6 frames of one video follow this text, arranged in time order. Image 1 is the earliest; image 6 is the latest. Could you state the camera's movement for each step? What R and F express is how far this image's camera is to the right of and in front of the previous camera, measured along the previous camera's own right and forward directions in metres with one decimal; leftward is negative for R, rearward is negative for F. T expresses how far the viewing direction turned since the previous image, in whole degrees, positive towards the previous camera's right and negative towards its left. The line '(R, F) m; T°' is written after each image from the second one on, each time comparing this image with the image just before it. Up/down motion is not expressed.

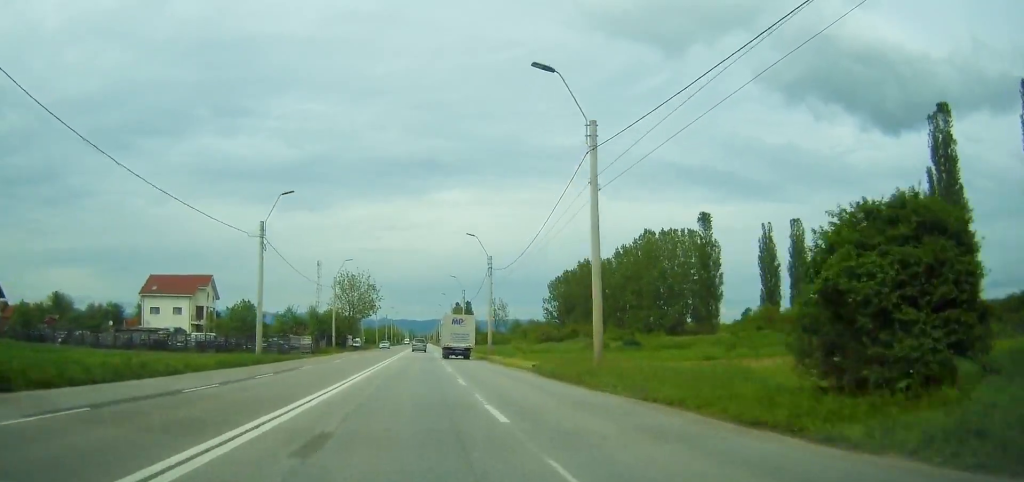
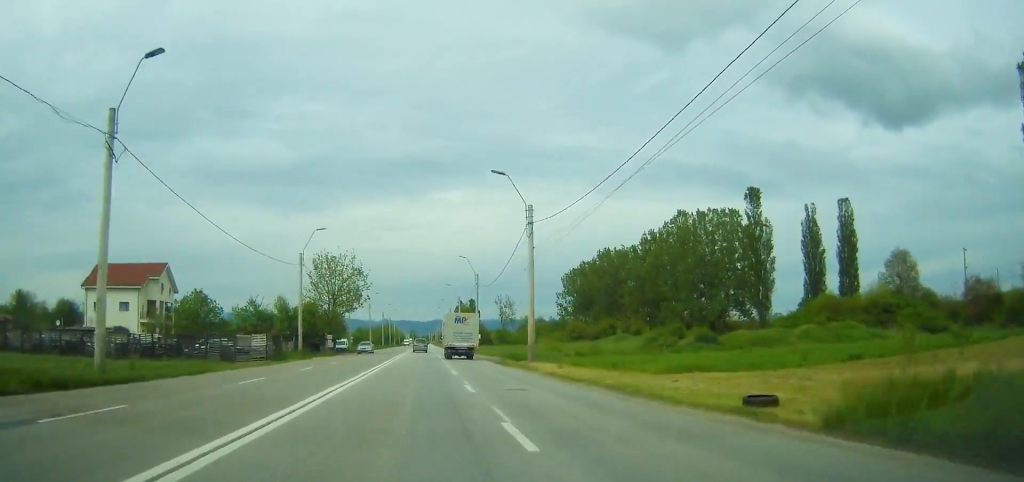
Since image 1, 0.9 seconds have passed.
(0.0, +20.8) m; 0°
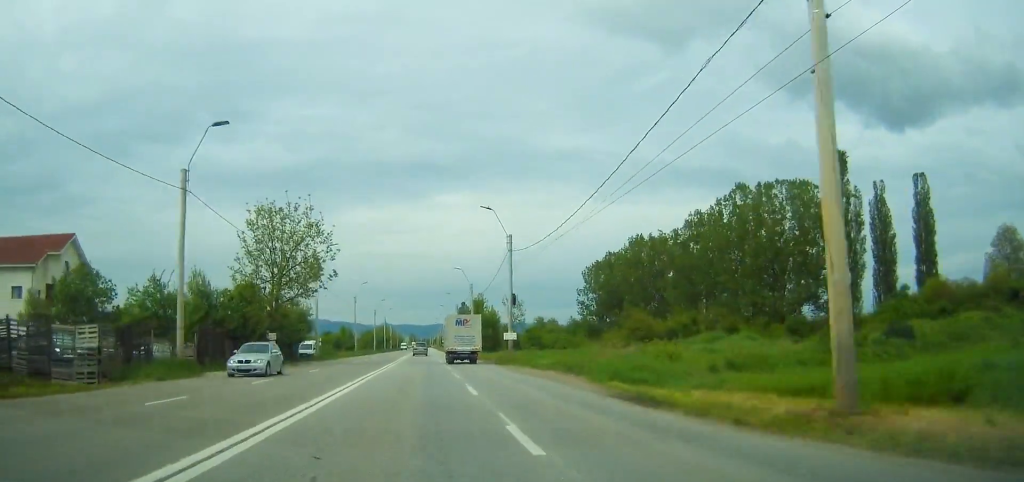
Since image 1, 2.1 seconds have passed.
(+0.1, +26.7) m; 0°
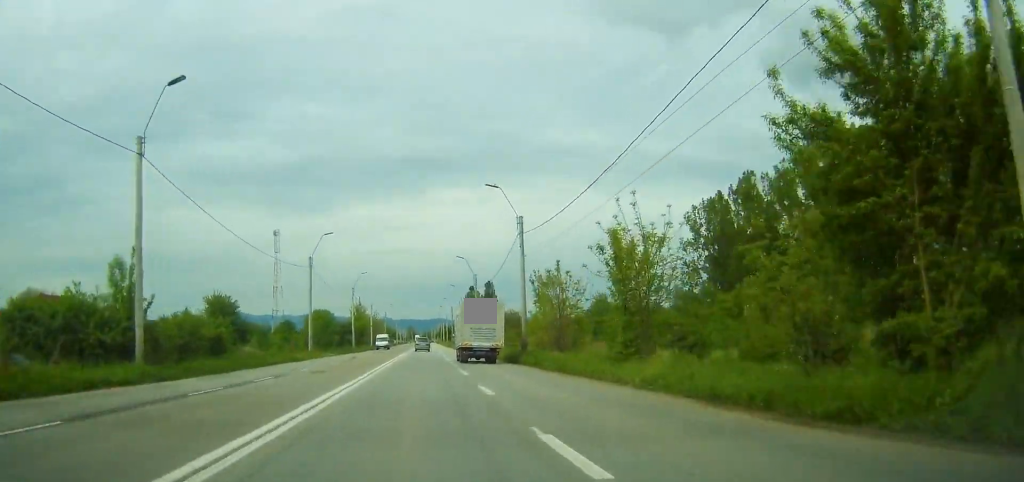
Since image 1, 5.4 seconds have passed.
(-0.6, +73.8) m; 0°
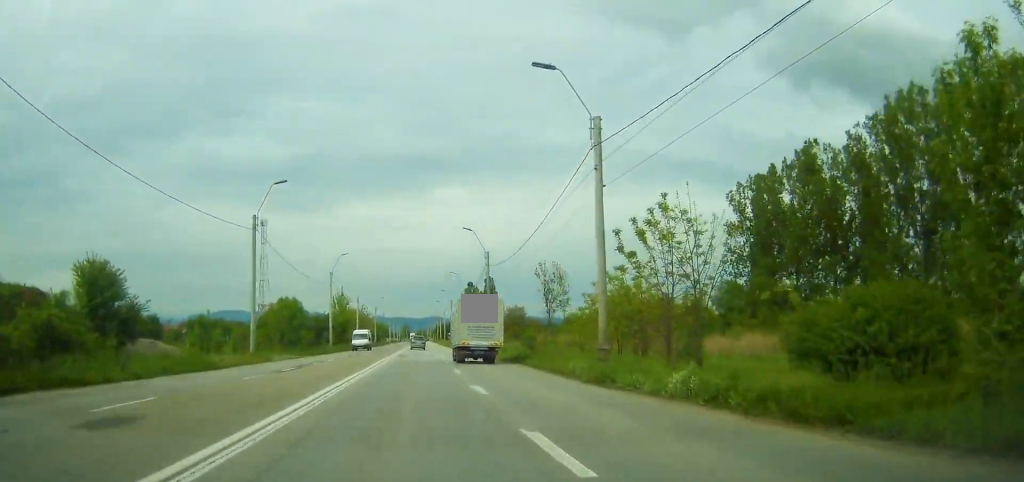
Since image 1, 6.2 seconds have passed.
(0.0, +18.3) m; +1°
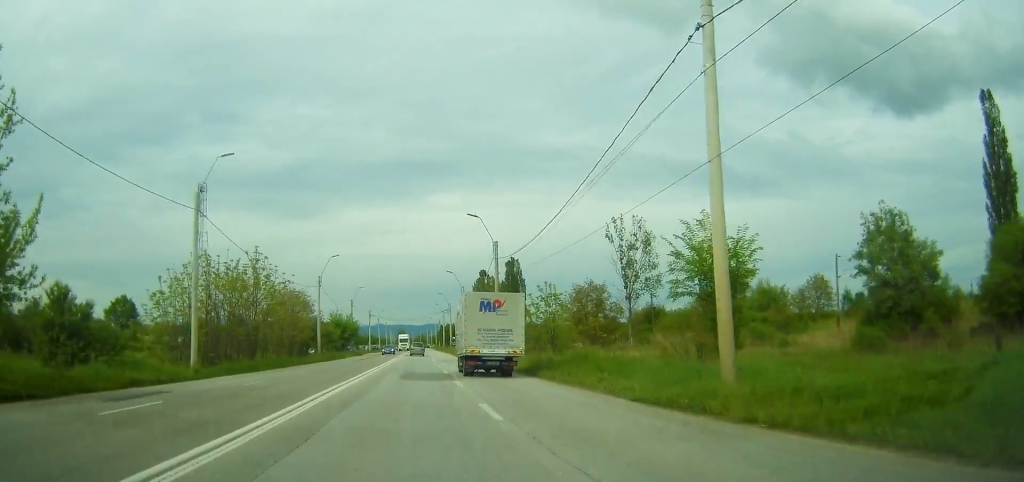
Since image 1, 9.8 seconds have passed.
(+0.5, +78.2) m; 0°
